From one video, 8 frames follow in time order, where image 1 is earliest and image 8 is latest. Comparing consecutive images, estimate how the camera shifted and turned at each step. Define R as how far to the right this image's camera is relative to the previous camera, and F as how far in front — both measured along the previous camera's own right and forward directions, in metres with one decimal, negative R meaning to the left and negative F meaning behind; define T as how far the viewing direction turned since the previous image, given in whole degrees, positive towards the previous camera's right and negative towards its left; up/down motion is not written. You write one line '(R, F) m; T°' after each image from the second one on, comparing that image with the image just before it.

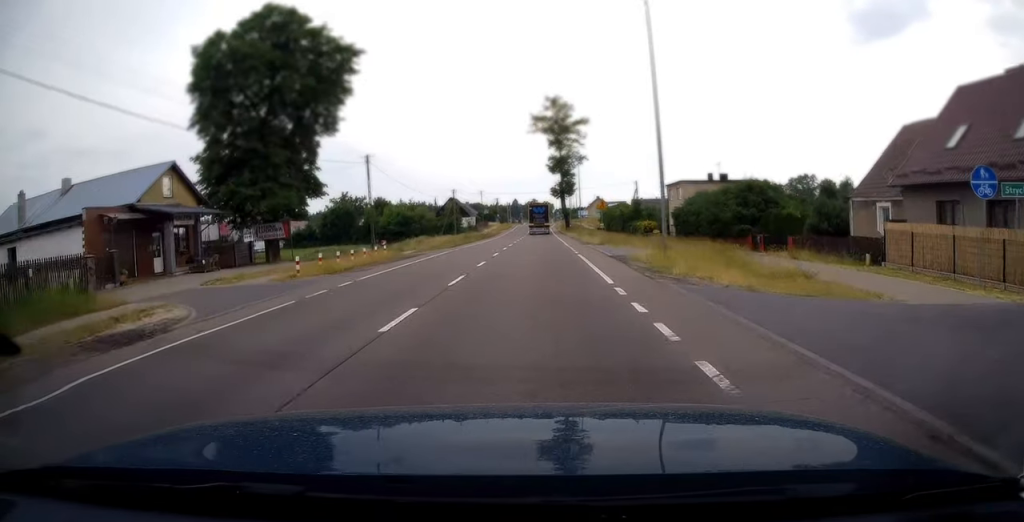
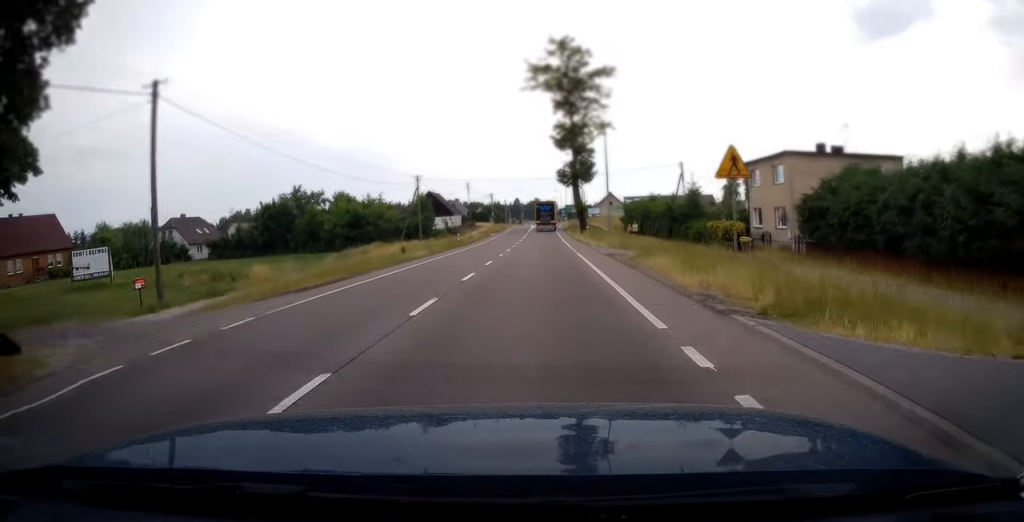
(+0.2, +28.3) m; 0°
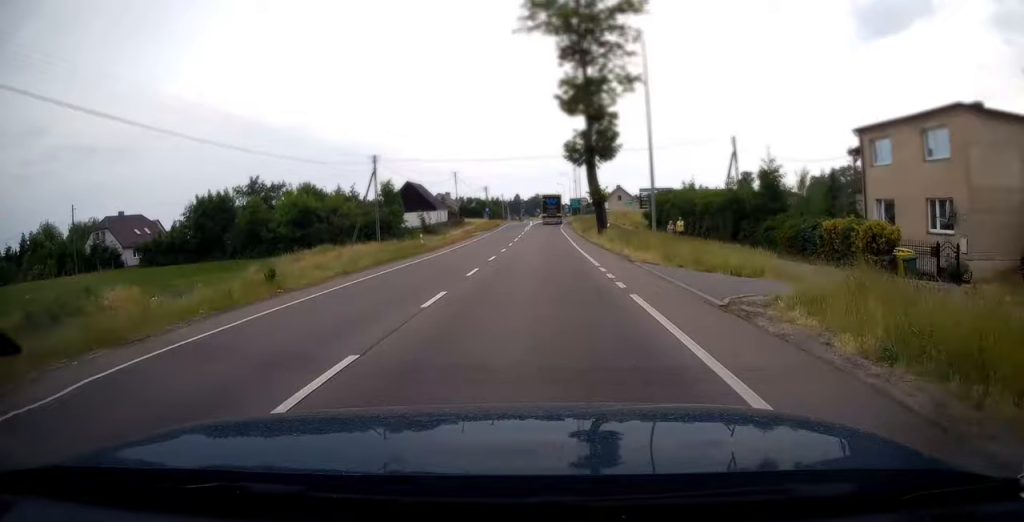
(-0.2, +17.3) m; 0°
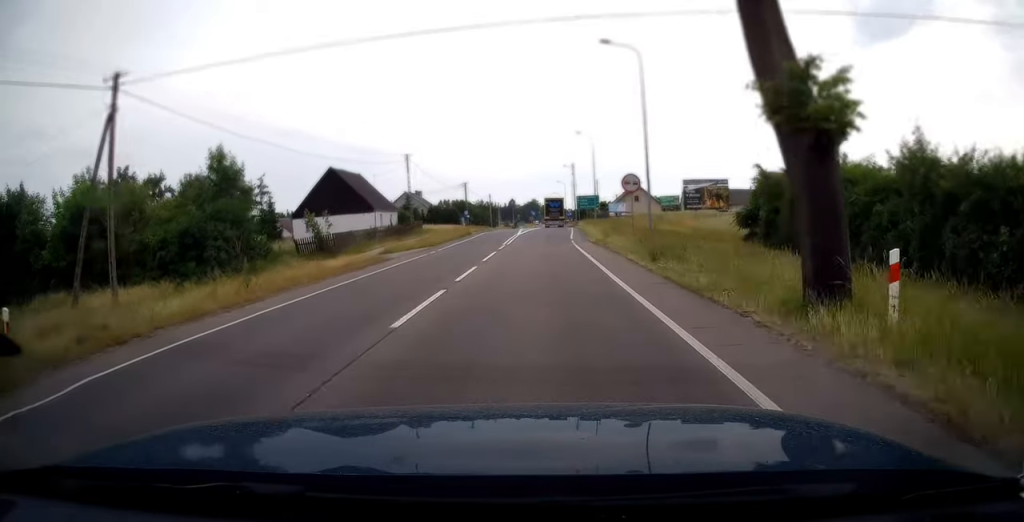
(-0.1, +31.7) m; 0°
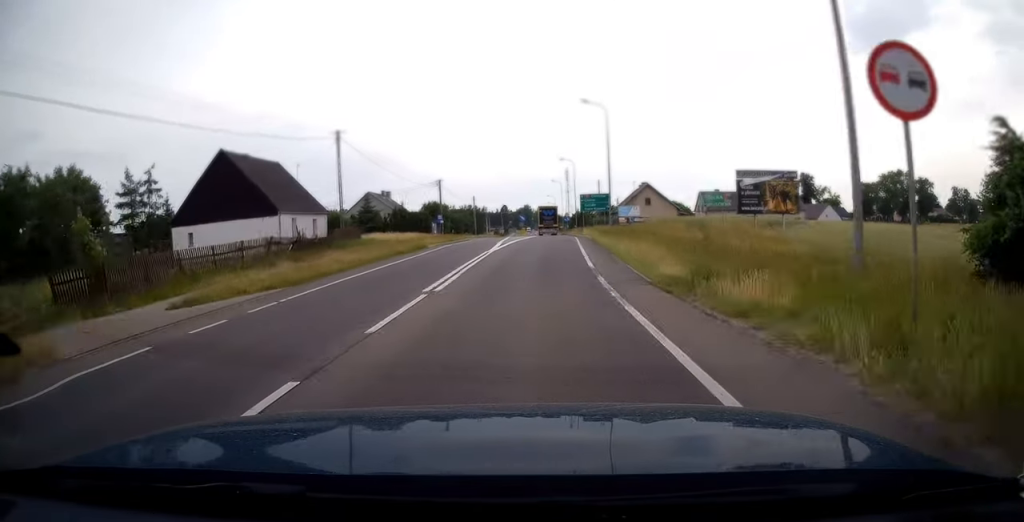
(0.0, +20.1) m; 0°
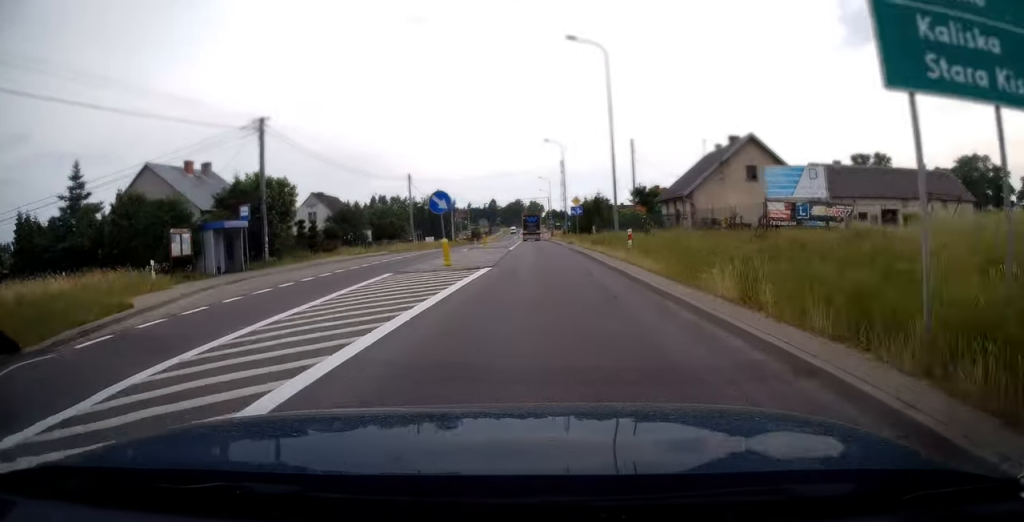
(+0.5, +54.1) m; +1°
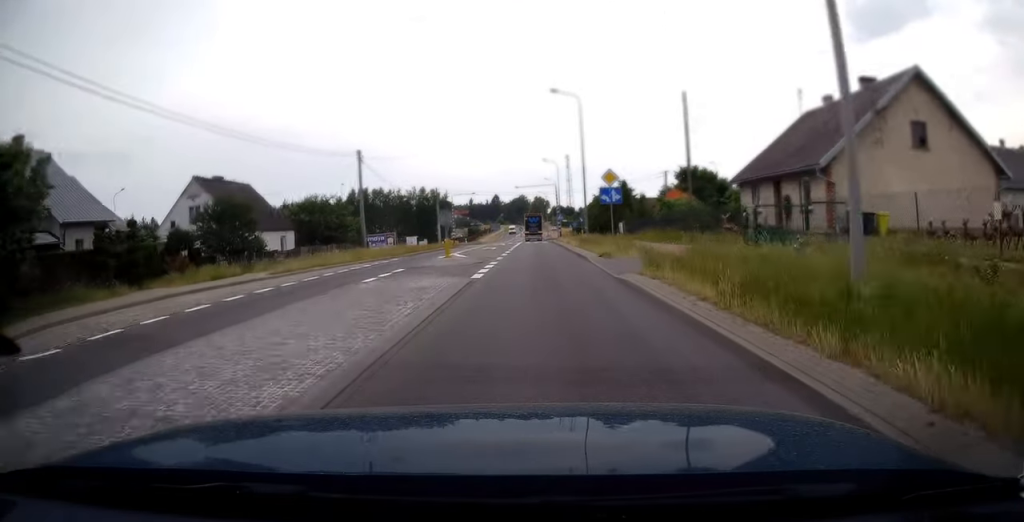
(0.0, +21.8) m; 0°
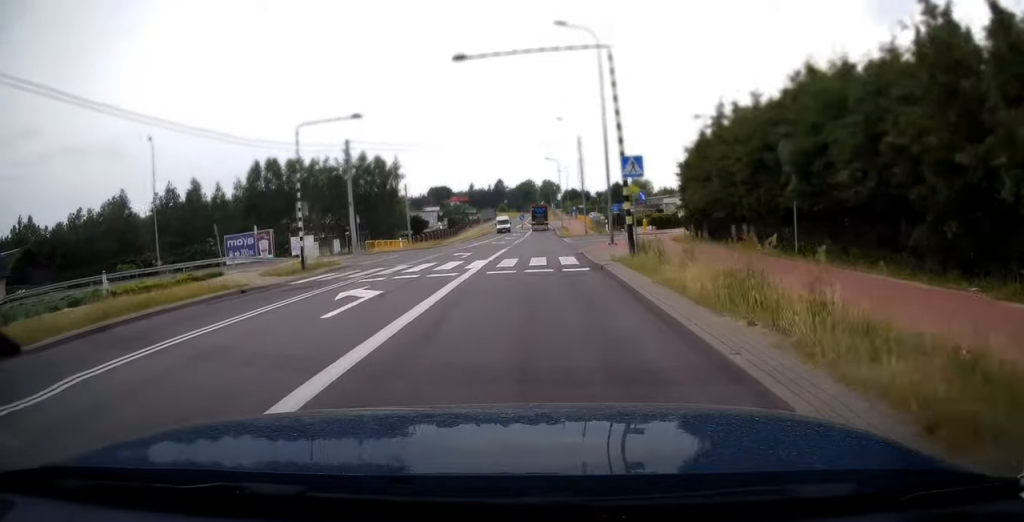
(-0.4, +49.9) m; -1°
